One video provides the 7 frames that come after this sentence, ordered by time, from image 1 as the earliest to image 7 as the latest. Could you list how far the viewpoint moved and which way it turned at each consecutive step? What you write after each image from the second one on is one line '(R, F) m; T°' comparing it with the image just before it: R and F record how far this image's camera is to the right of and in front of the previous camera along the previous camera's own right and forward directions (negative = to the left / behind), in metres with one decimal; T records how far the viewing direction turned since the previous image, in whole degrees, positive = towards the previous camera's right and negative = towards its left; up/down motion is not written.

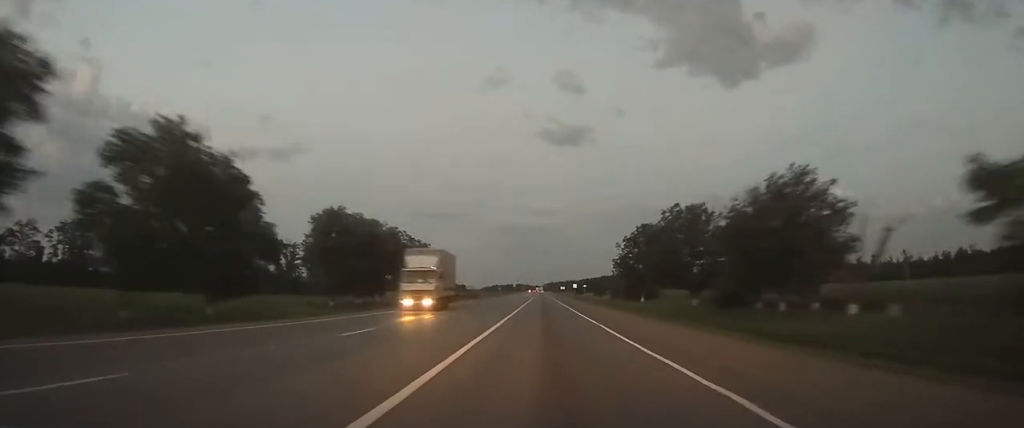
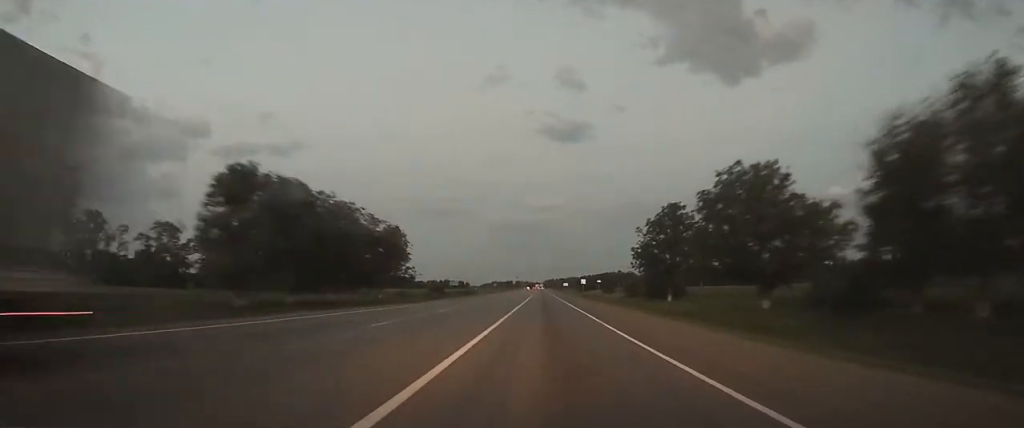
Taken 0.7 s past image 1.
(0.0, +22.6) m; 0°
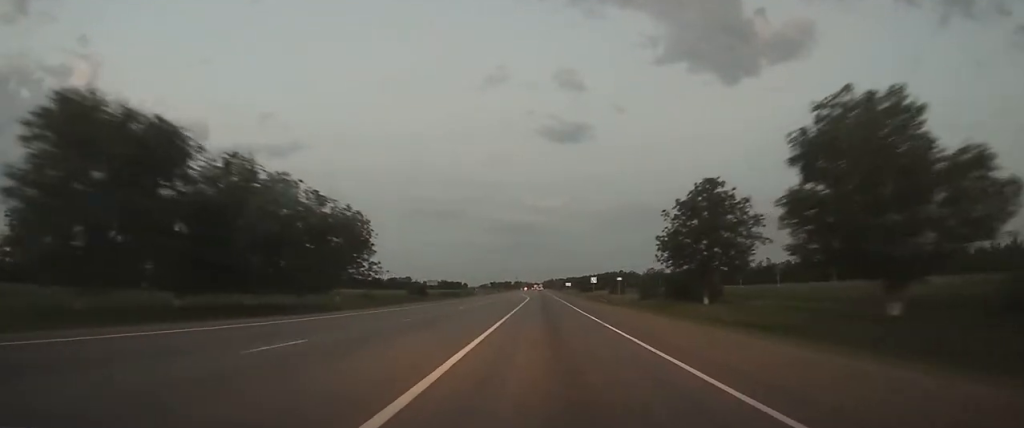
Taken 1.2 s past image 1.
(0.0, +19.2) m; 0°
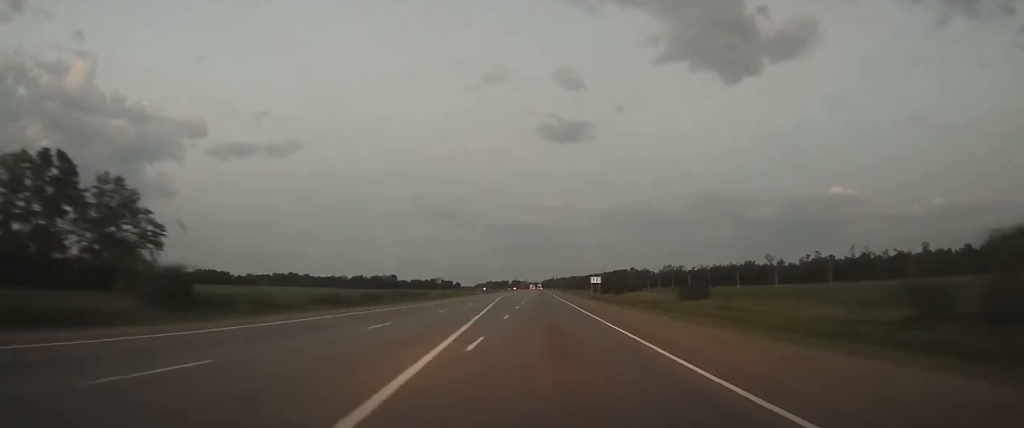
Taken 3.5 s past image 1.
(+0.1, +75.9) m; 0°
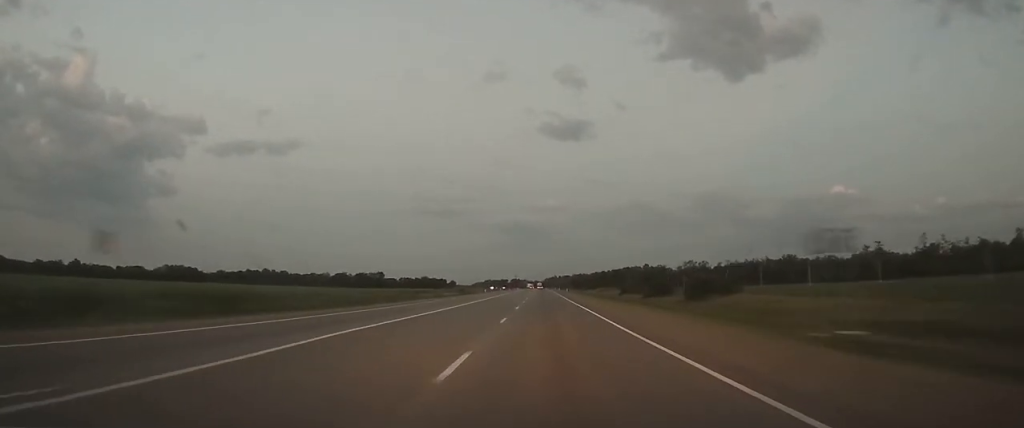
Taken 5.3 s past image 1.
(-0.1, +63.3) m; 0°
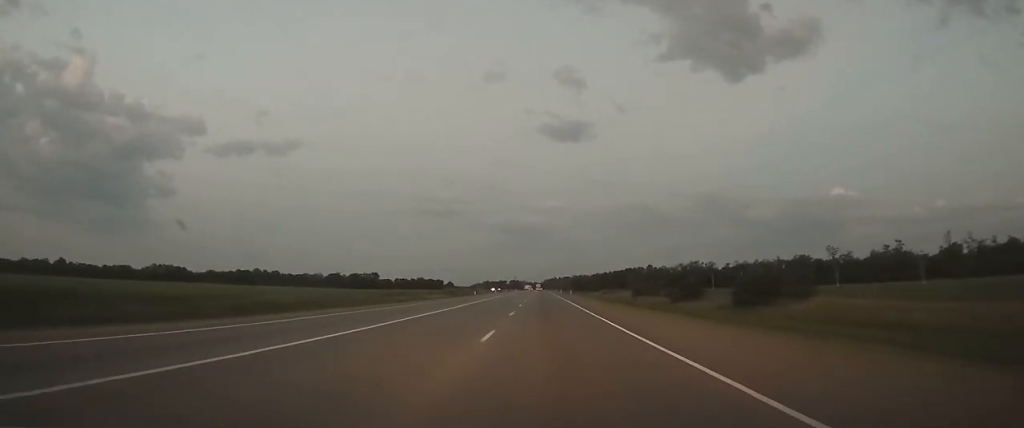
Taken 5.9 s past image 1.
(0.0, +18.1) m; 0°
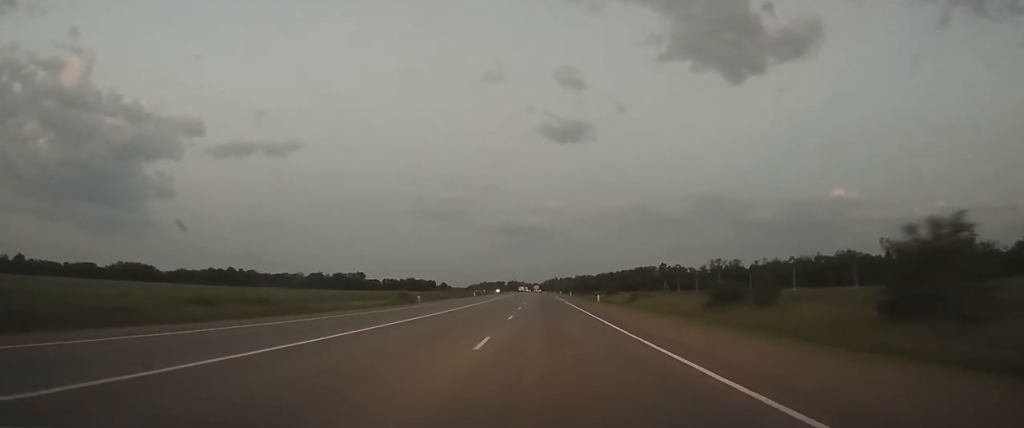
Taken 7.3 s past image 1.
(0.0, +49.6) m; 0°
